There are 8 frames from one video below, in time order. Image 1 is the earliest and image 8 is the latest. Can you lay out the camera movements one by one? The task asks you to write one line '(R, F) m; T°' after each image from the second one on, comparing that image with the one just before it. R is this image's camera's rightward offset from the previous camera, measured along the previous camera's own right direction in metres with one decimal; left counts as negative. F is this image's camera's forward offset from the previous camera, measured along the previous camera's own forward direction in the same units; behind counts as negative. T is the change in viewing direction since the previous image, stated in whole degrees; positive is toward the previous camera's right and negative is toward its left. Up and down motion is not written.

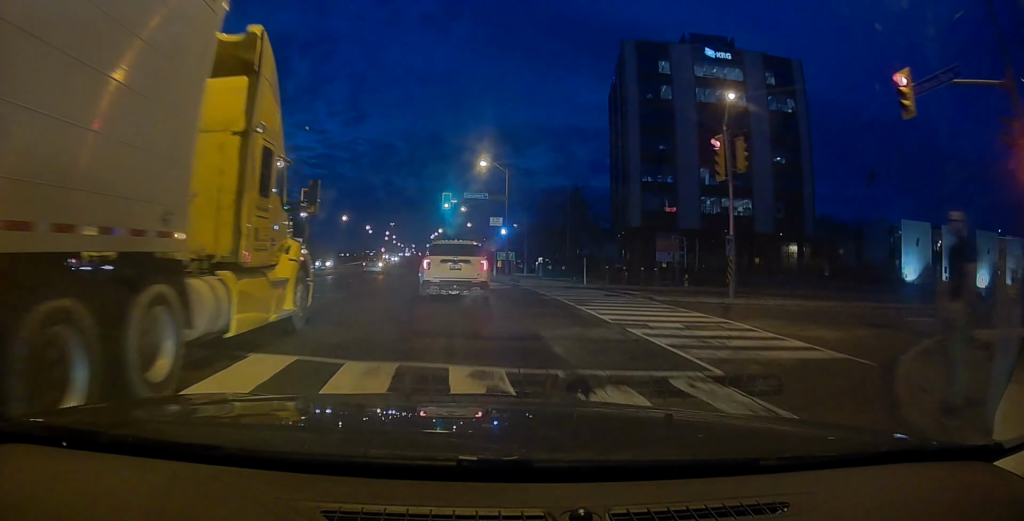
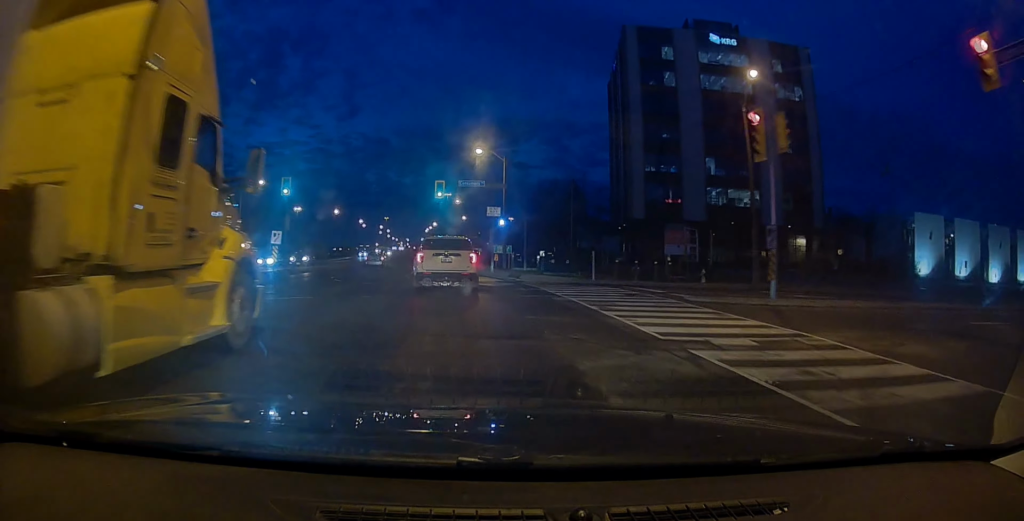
(0.0, +3.2) m; -1°
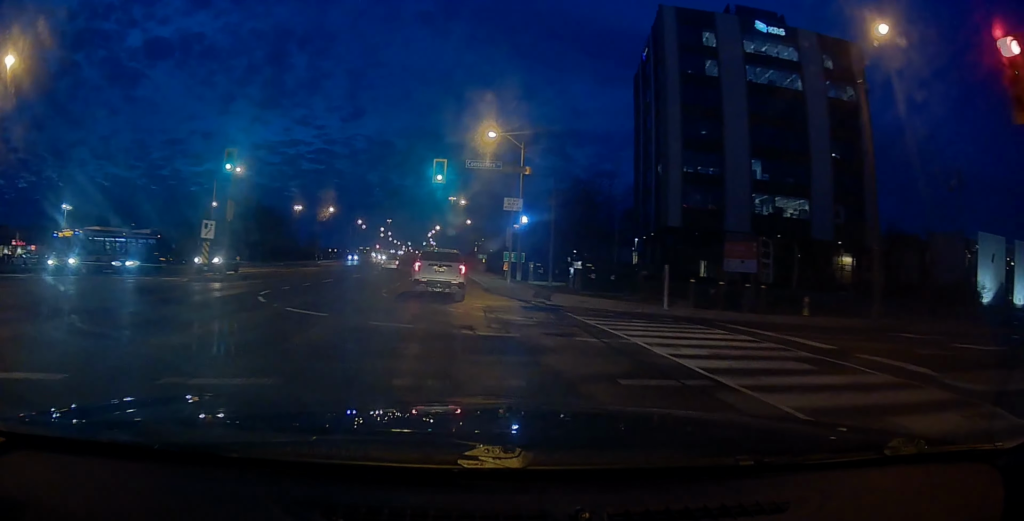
(-0.2, +10.3) m; +1°
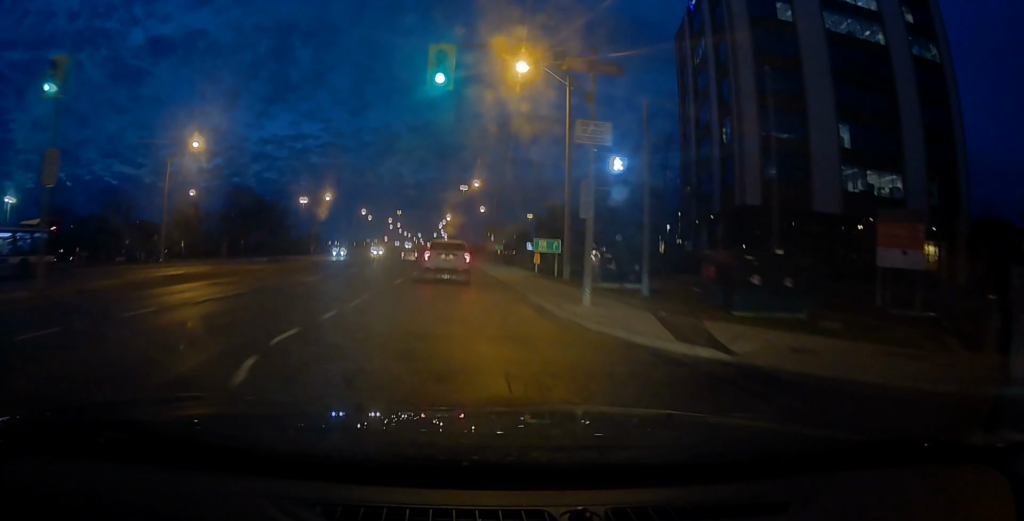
(+0.1, +14.2) m; -1°
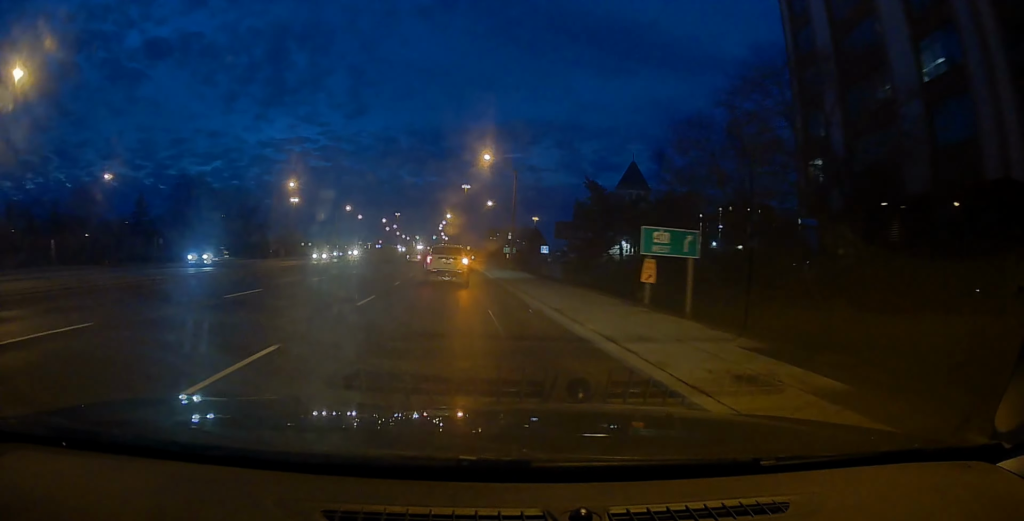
(0.0, +26.2) m; 0°
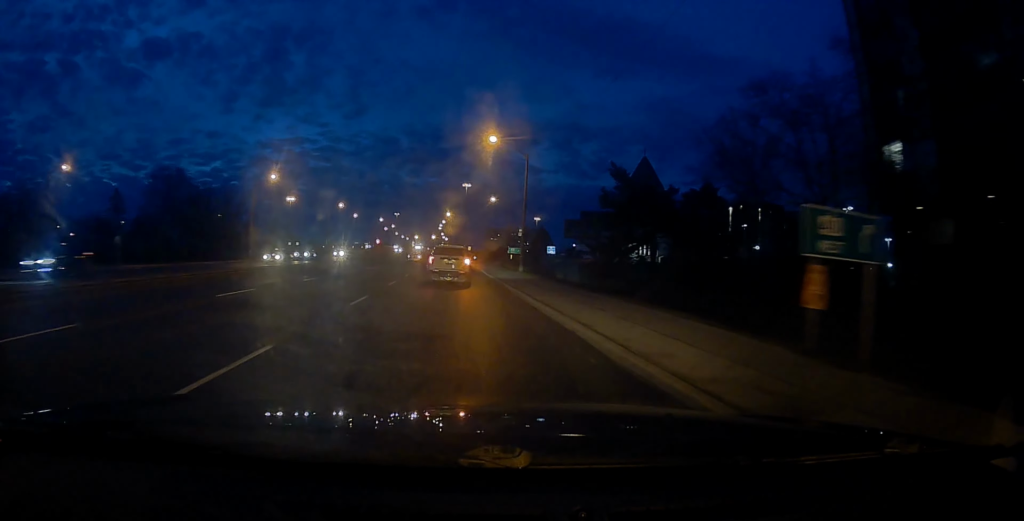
(0.0, +9.3) m; 0°
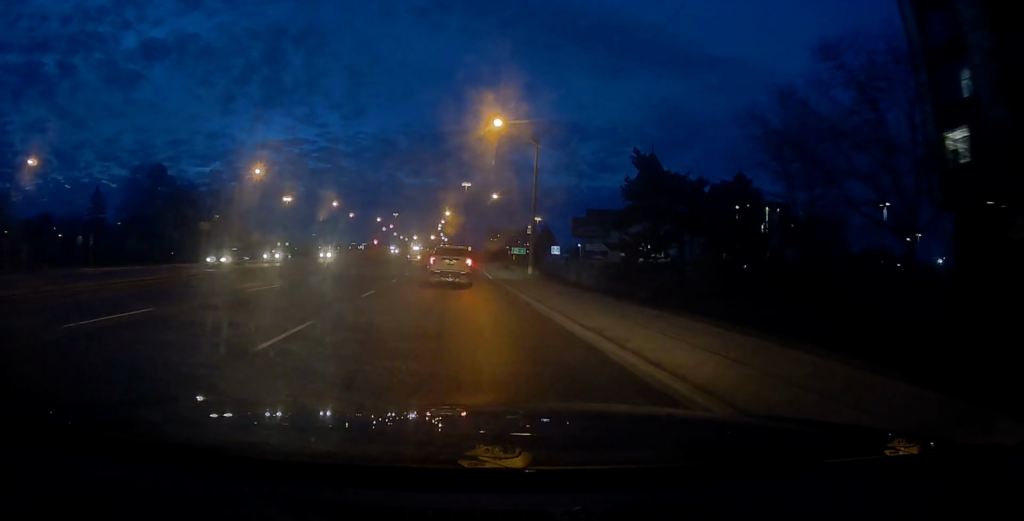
(-0.3, +6.4) m; 0°
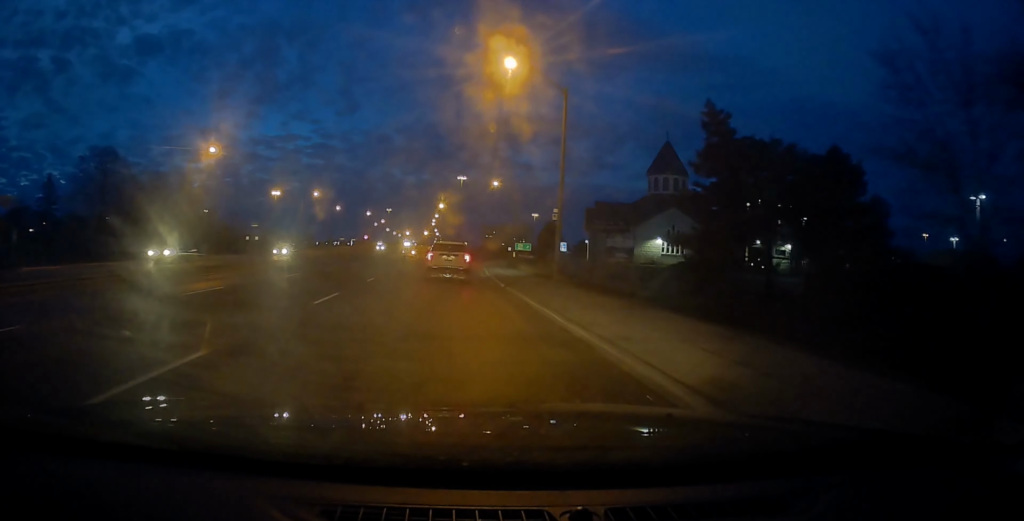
(+0.2, +13.1) m; 0°
